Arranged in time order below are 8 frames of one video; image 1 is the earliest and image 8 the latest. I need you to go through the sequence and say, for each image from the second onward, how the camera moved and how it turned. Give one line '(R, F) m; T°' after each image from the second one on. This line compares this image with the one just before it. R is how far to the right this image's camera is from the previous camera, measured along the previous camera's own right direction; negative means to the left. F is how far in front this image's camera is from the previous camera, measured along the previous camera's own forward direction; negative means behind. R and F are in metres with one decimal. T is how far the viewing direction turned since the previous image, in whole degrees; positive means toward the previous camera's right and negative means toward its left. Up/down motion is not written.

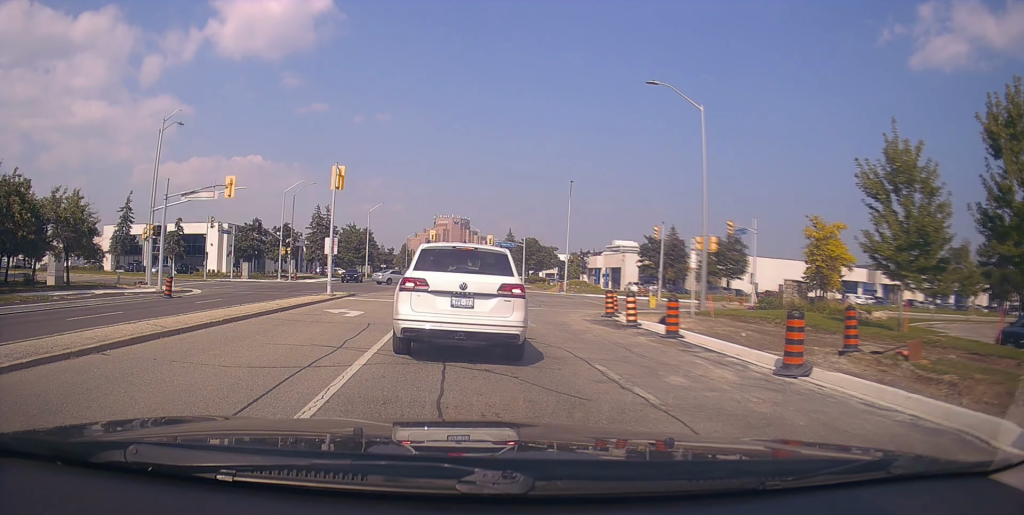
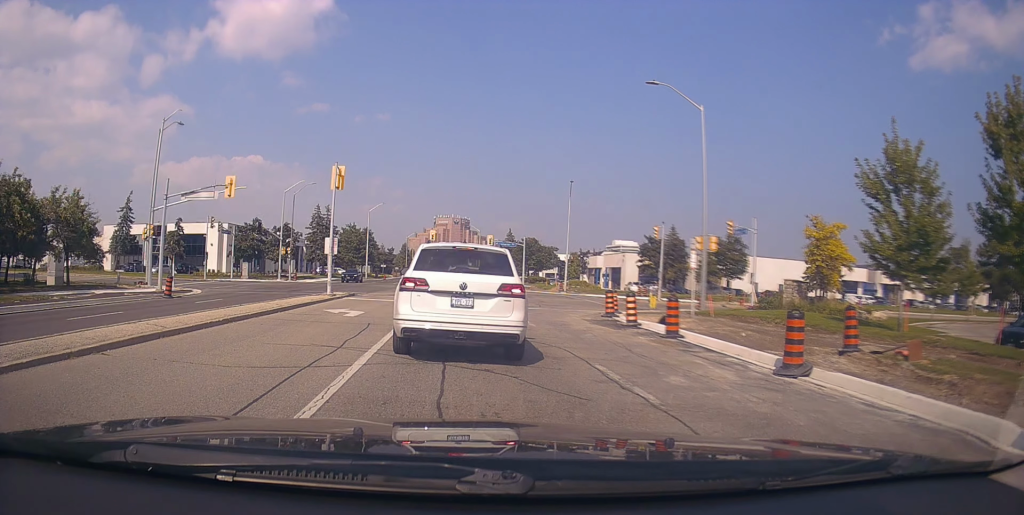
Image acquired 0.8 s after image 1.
(0.0, 0.0) m; 0°
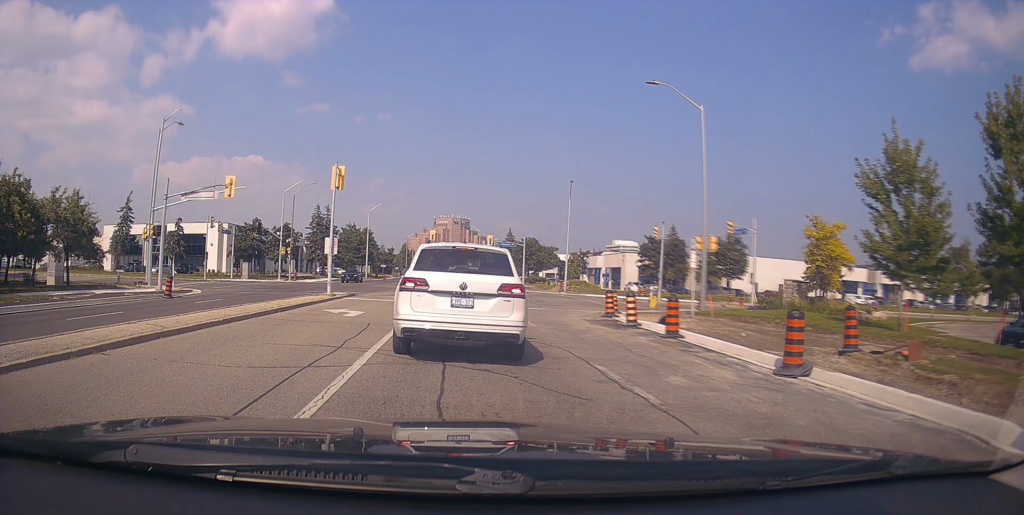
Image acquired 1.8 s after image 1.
(0.0, 0.0) m; 0°
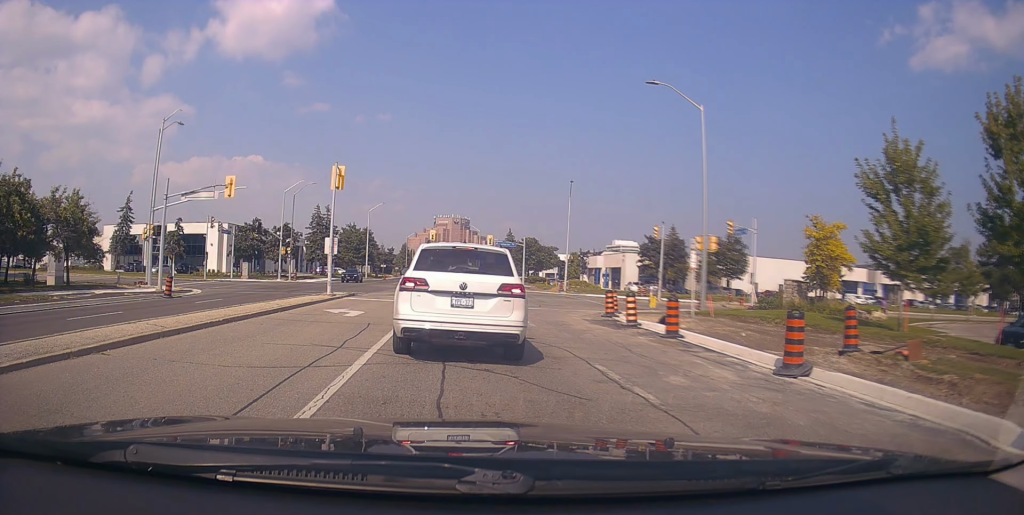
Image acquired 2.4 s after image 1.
(0.0, 0.0) m; 0°
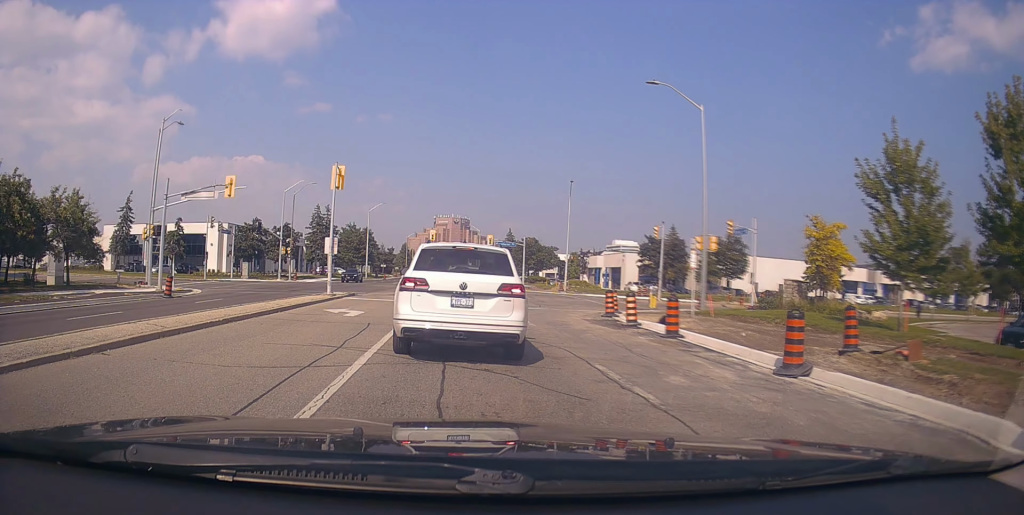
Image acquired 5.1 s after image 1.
(0.0, 0.0) m; 0°
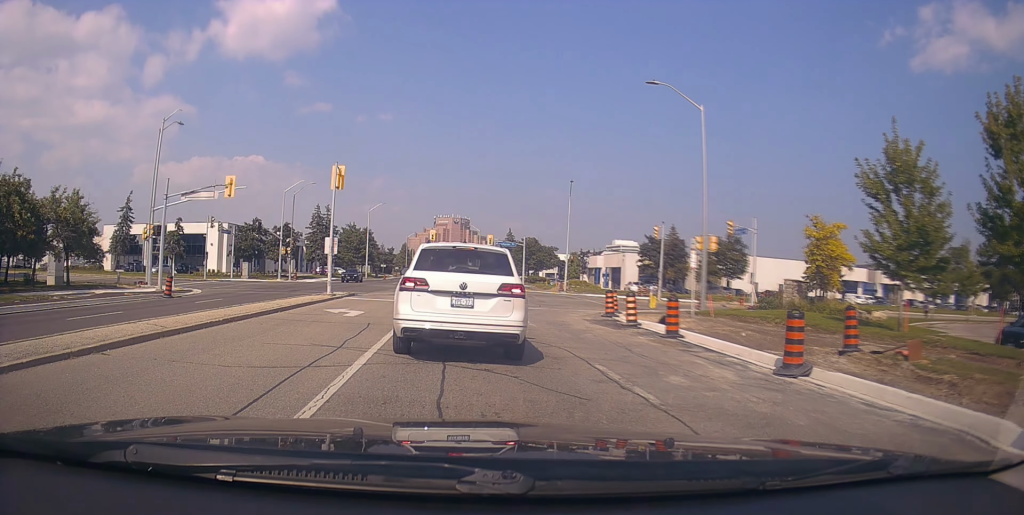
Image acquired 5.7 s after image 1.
(0.0, 0.0) m; 0°
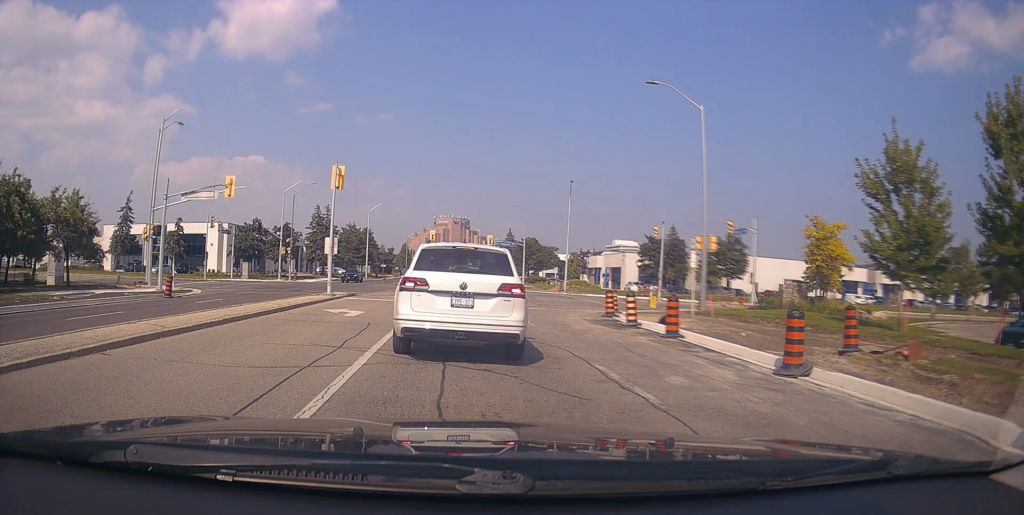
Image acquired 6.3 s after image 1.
(0.0, 0.0) m; 0°
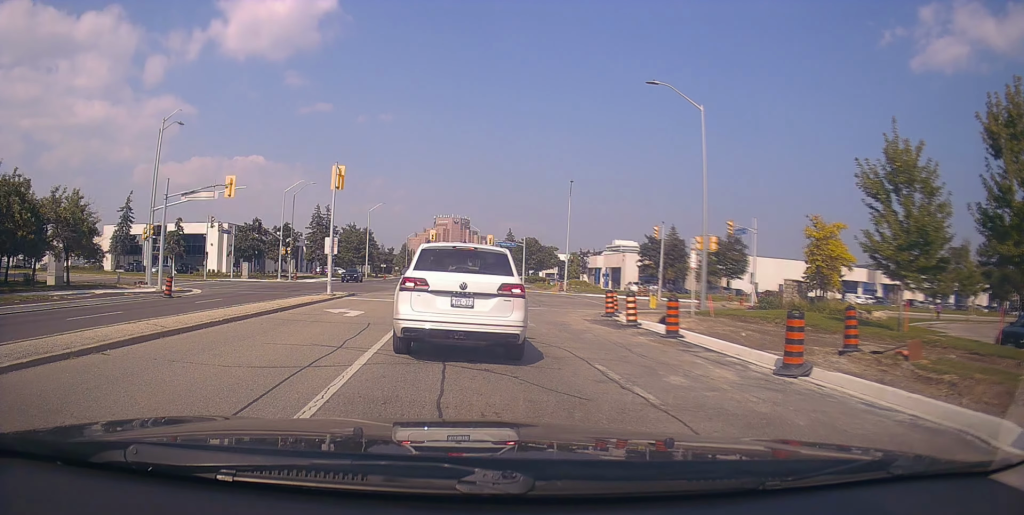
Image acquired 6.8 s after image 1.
(0.0, 0.0) m; 0°
